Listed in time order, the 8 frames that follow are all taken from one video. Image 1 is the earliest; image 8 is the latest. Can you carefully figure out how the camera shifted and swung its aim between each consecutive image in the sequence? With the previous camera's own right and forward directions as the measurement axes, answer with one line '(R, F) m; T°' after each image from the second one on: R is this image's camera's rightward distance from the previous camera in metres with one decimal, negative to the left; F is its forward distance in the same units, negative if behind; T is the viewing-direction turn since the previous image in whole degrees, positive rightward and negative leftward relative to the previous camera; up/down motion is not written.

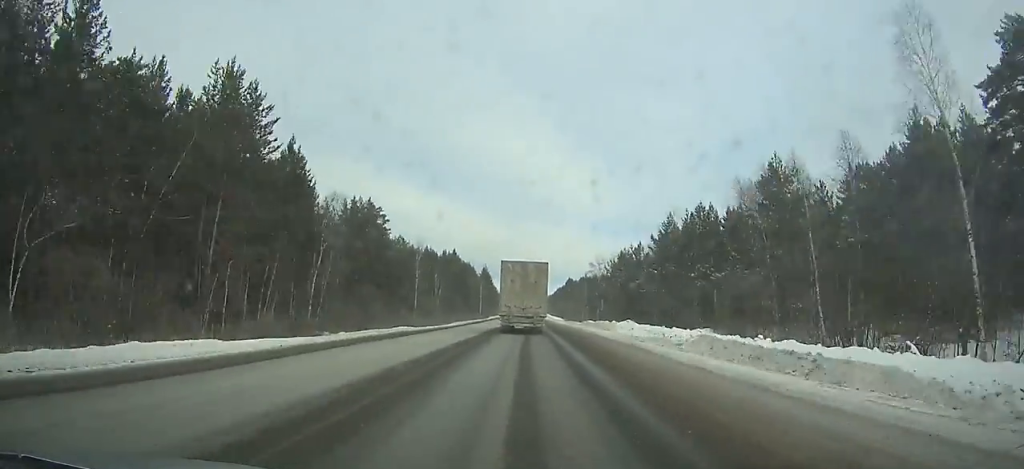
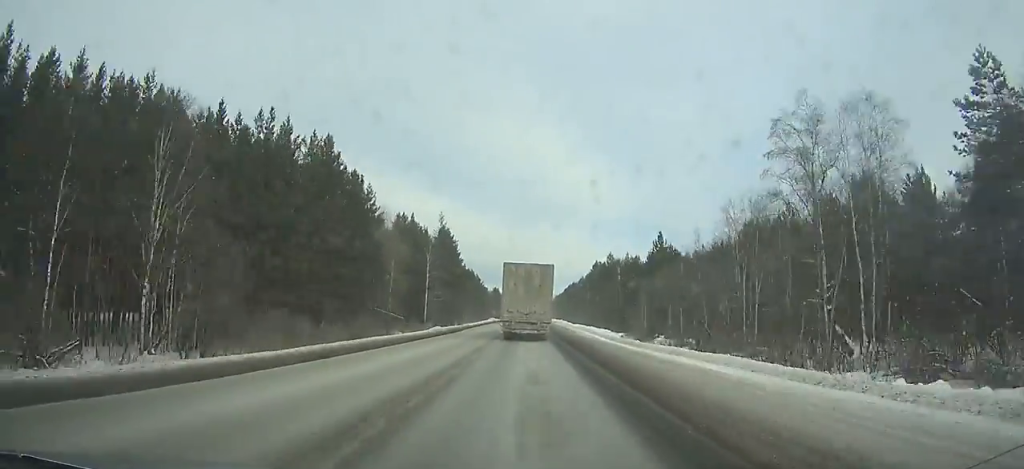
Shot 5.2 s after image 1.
(-0.7, +108.7) m; 0°
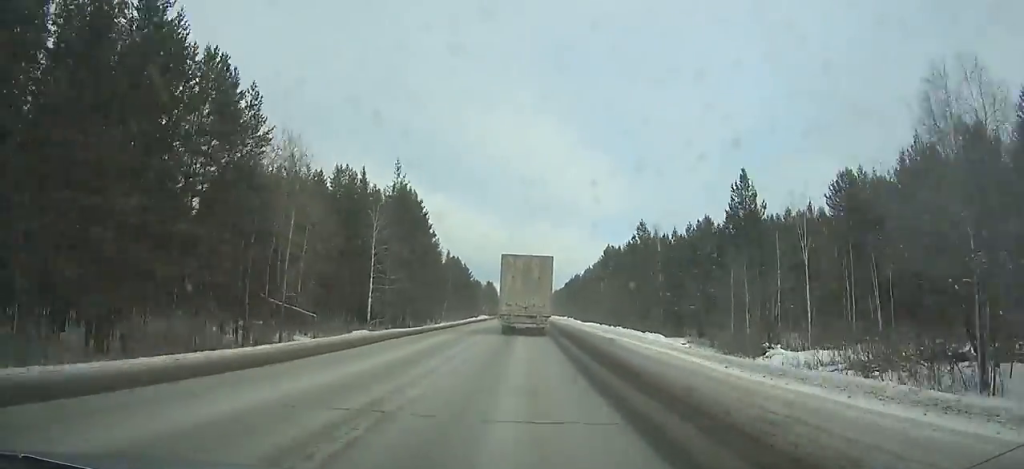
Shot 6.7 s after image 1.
(+0.1, +31.3) m; 0°
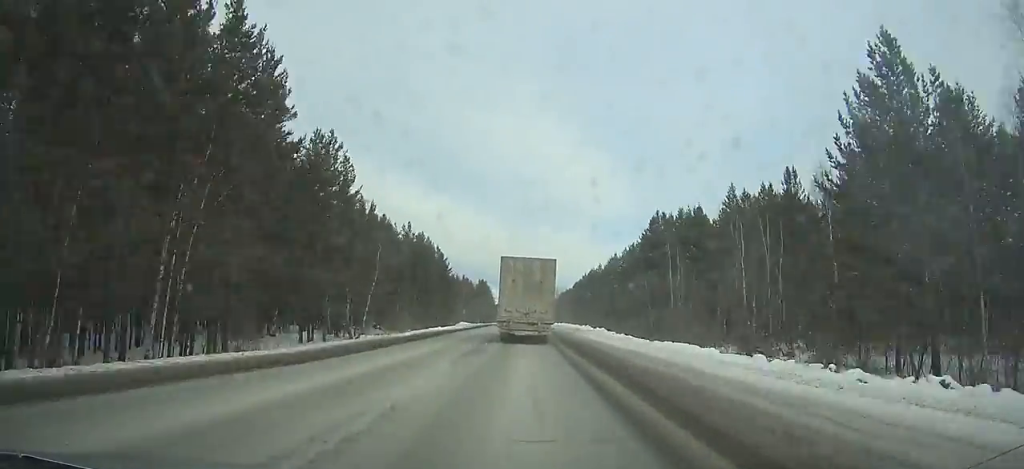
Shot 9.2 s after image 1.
(0.0, +51.9) m; 0°
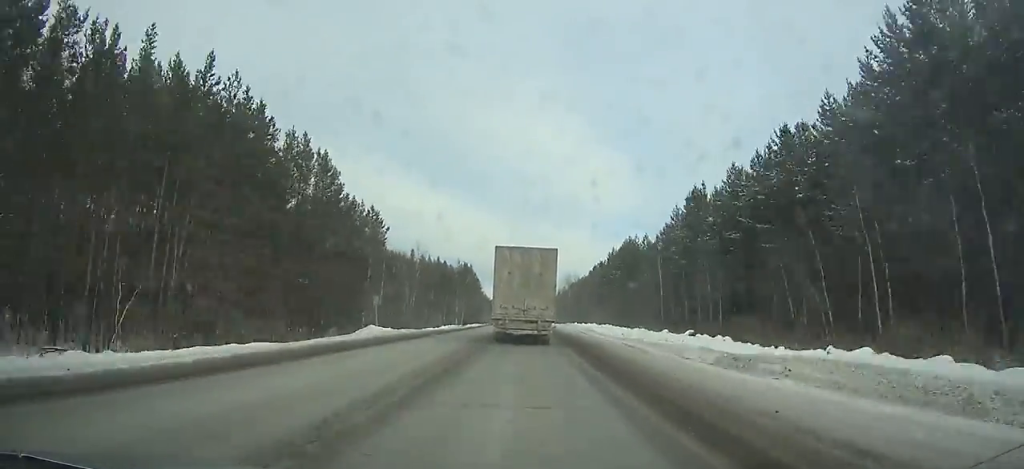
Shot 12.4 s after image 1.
(+0.1, +66.1) m; 0°
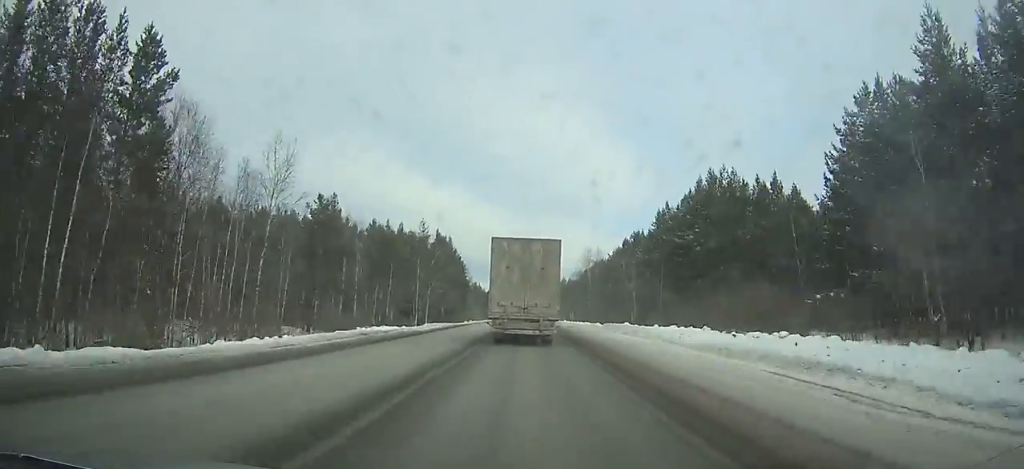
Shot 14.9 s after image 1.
(0.0, +51.2) m; 0°
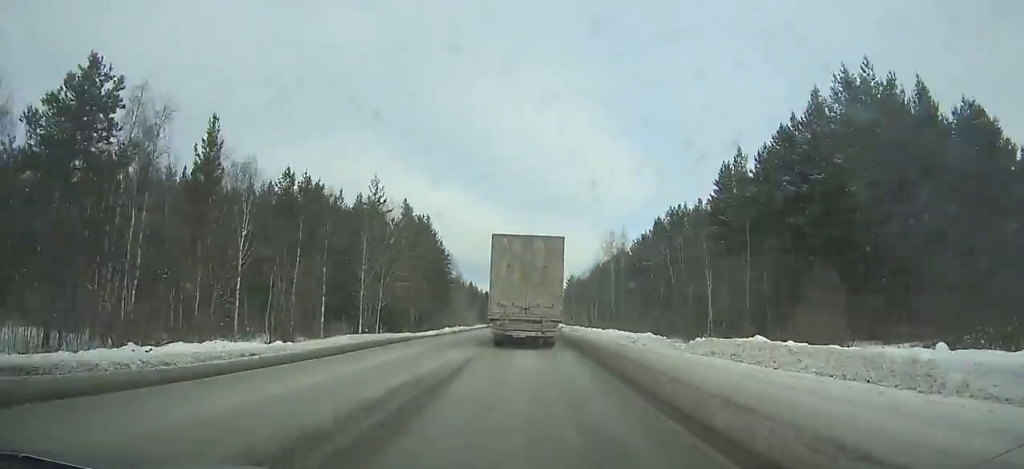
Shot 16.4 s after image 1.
(-0.1, +30.6) m; 0°
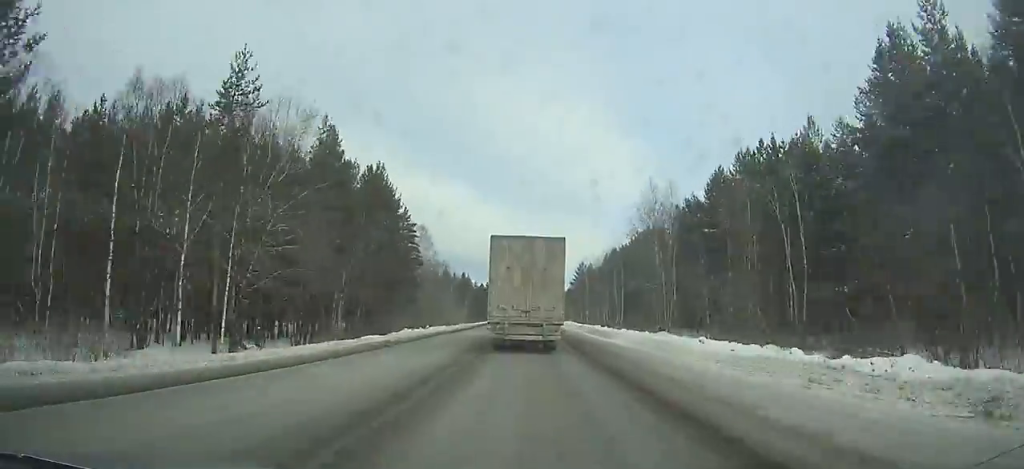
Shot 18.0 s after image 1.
(0.0, +32.3) m; 0°
